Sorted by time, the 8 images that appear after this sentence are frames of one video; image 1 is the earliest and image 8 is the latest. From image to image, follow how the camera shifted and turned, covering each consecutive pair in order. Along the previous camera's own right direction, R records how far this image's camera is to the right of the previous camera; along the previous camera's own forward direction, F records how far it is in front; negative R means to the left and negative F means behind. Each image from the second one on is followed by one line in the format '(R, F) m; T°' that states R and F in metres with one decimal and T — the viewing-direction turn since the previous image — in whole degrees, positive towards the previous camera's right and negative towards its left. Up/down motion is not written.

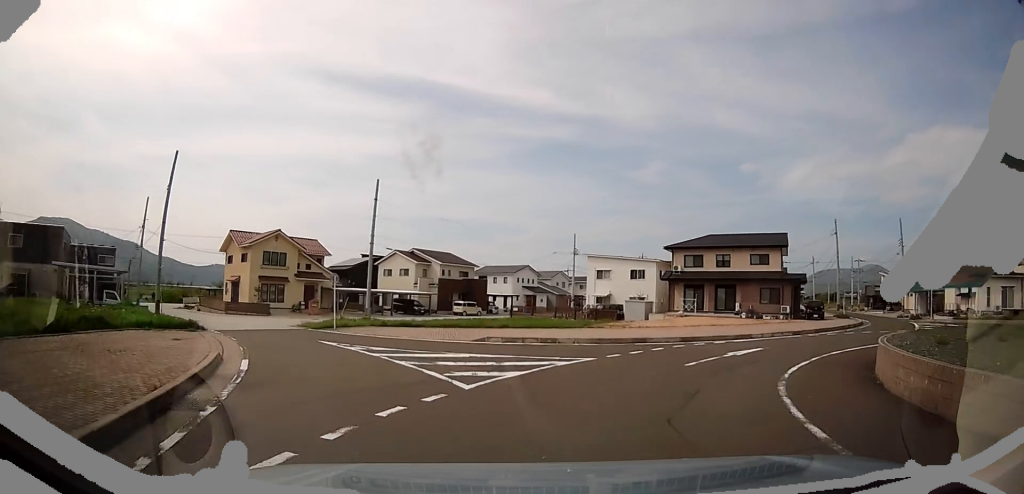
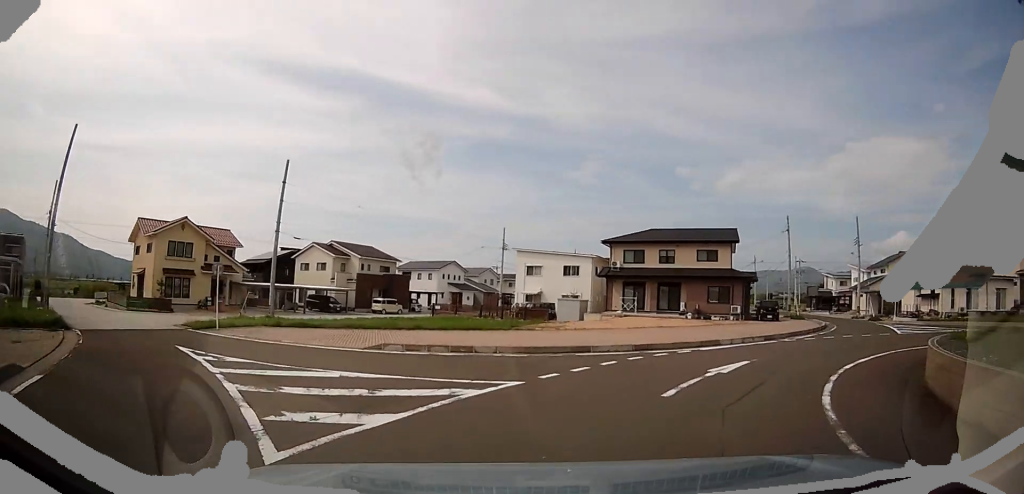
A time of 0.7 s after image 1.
(-0.2, +3.7) m; +10°
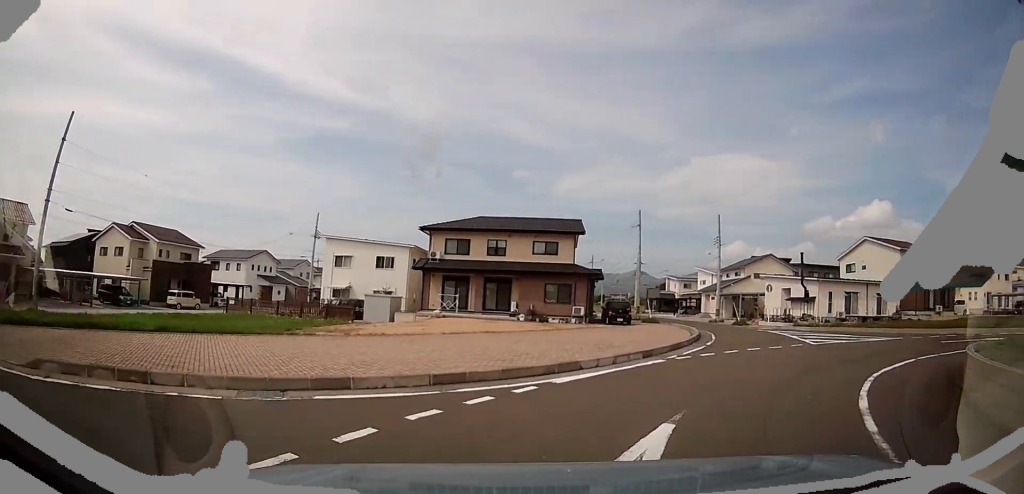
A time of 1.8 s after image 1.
(+1.3, +5.0) m; +22°
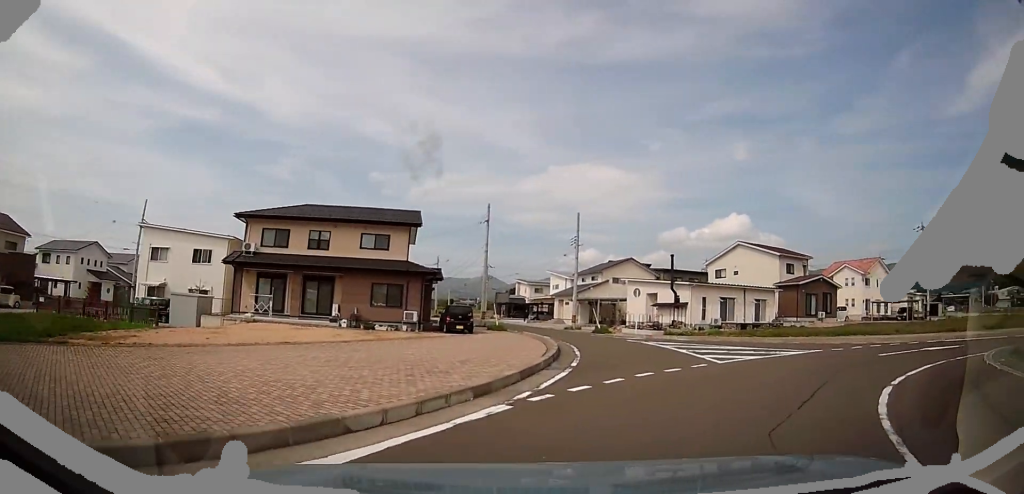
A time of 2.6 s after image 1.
(+0.3, +4.2) m; +20°
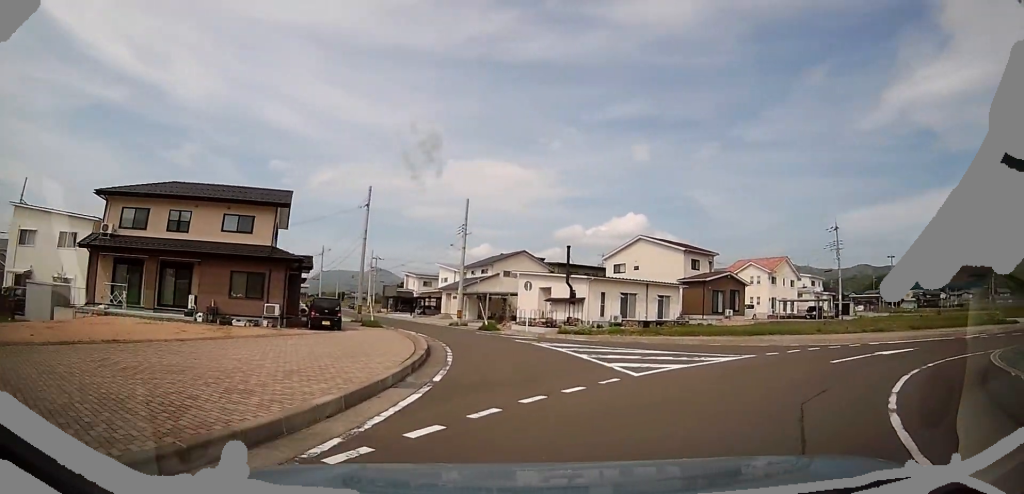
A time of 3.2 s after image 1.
(+0.6, +2.6) m; +16°
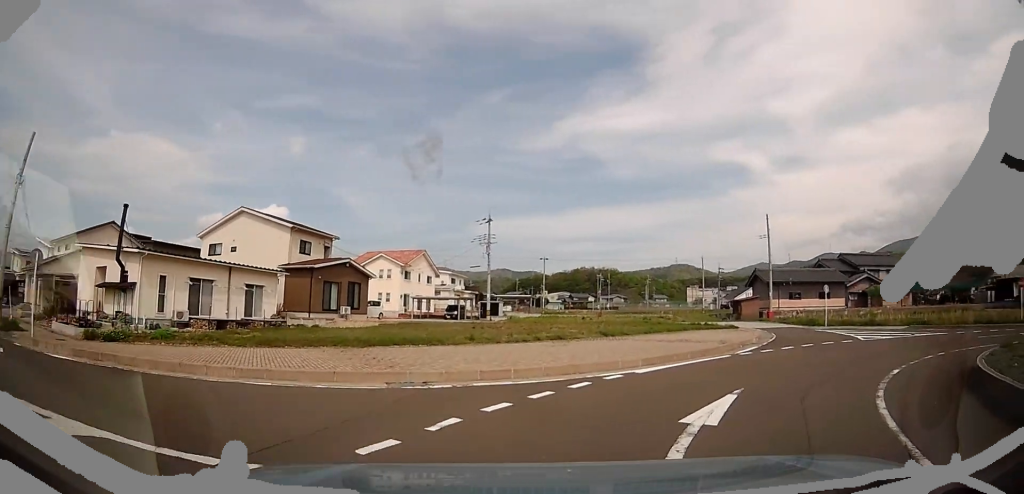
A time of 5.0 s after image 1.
(+4.0, +8.2) m; +48°
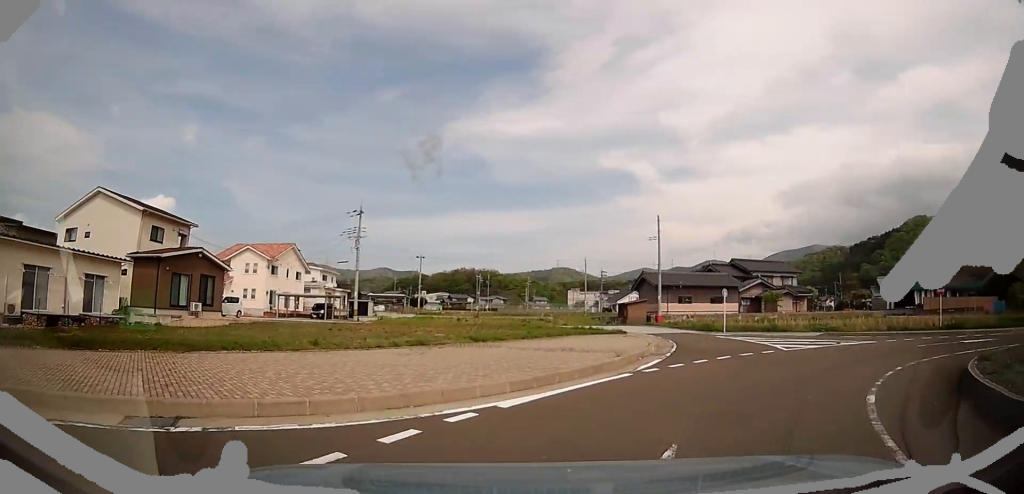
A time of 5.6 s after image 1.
(+0.5, +2.9) m; +10°
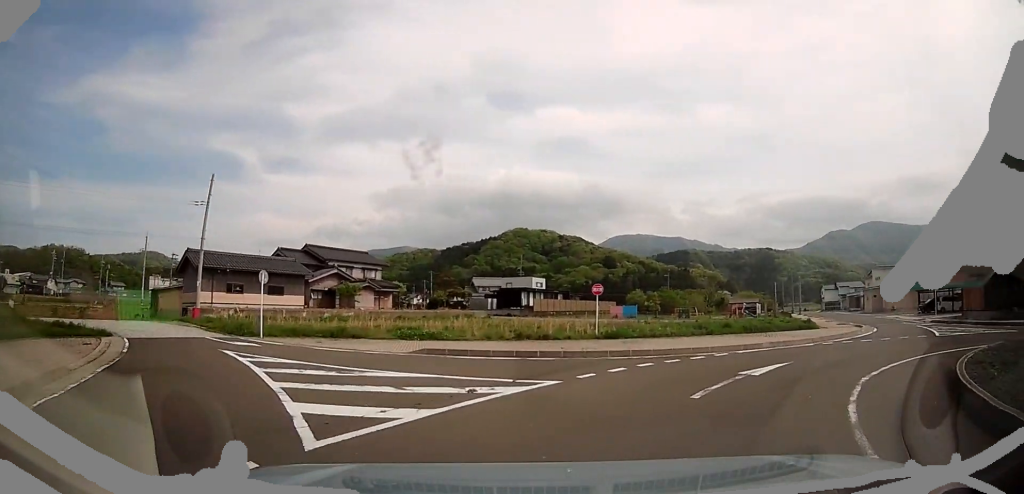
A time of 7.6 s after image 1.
(+4.8, +7.5) m; +75°
